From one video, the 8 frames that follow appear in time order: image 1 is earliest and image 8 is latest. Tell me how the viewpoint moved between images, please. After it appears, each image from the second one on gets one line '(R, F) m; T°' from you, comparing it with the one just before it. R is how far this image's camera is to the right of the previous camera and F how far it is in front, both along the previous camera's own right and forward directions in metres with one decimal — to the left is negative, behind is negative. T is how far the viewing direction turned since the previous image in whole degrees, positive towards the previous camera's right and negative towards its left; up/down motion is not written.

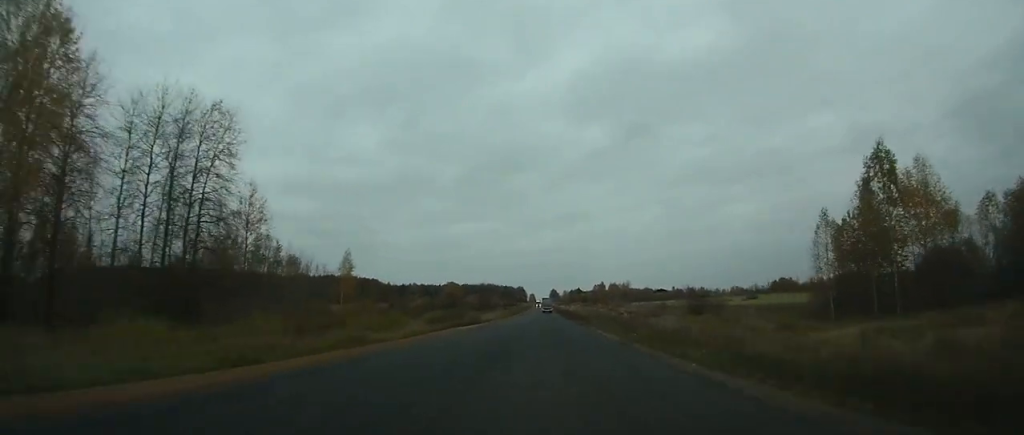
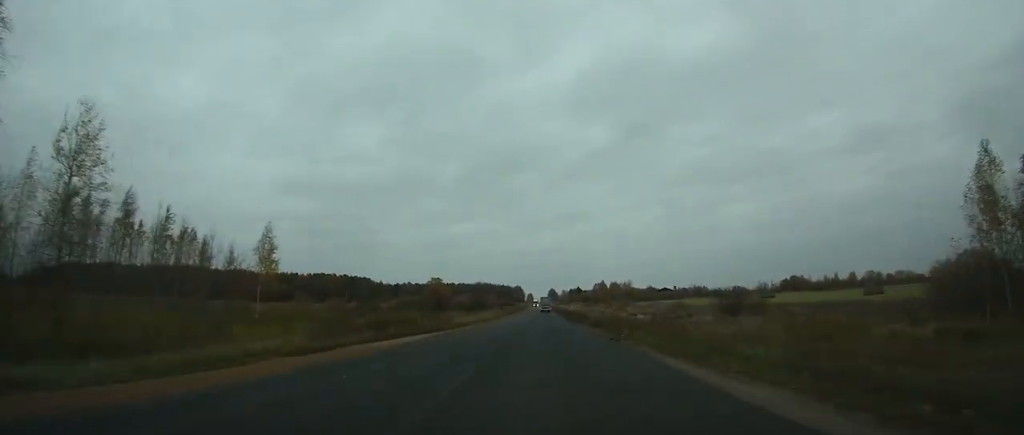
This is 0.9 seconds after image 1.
(0.0, +24.3) m; 0°
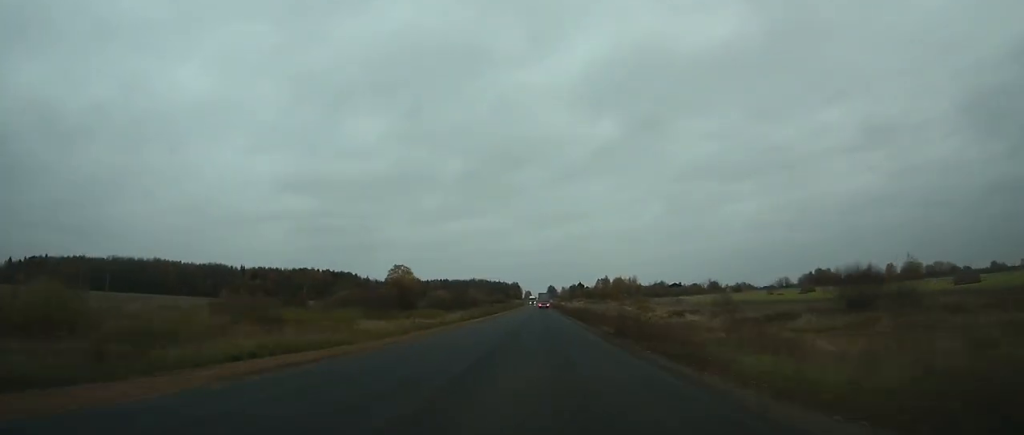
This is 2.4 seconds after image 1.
(+0.1, +42.4) m; 0°
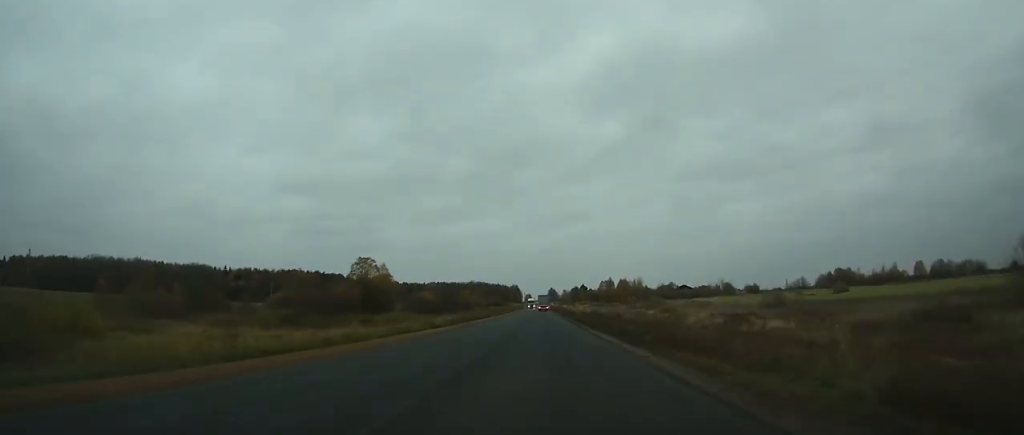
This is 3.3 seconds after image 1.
(0.0, +24.8) m; 0°
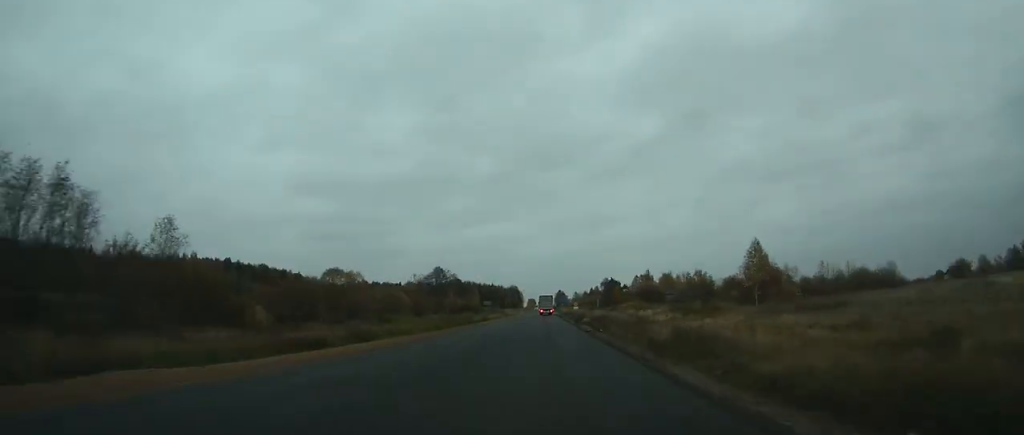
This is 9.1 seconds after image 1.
(-0.4, +143.5) m; 0°
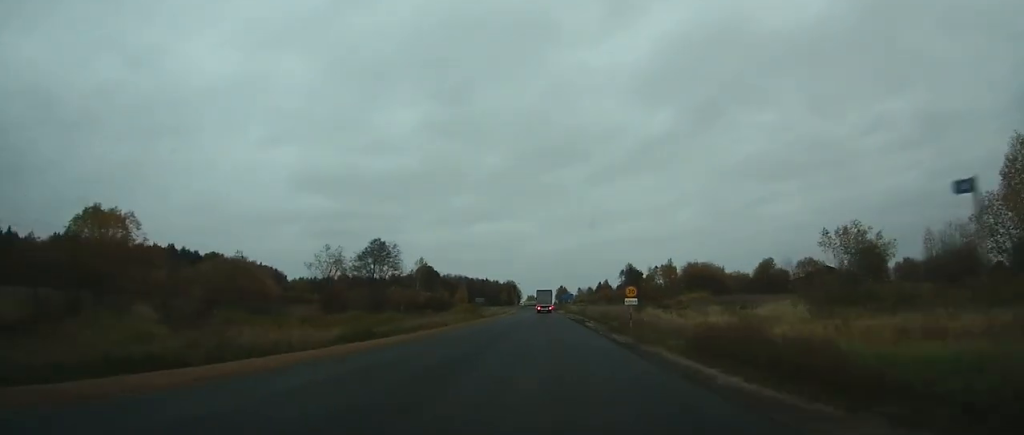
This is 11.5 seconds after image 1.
(-0.1, +56.4) m; 0°
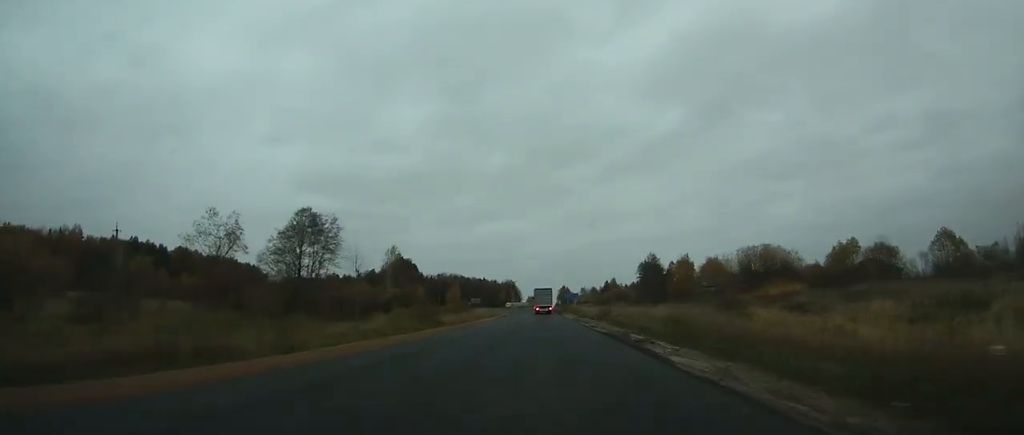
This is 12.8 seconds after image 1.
(0.0, +30.2) m; 0°
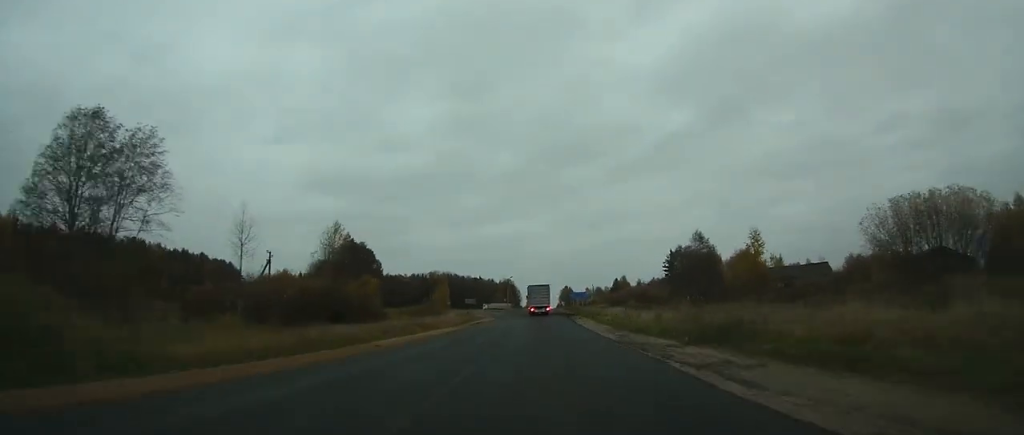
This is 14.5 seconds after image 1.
(-0.1, +34.6) m; 0°
